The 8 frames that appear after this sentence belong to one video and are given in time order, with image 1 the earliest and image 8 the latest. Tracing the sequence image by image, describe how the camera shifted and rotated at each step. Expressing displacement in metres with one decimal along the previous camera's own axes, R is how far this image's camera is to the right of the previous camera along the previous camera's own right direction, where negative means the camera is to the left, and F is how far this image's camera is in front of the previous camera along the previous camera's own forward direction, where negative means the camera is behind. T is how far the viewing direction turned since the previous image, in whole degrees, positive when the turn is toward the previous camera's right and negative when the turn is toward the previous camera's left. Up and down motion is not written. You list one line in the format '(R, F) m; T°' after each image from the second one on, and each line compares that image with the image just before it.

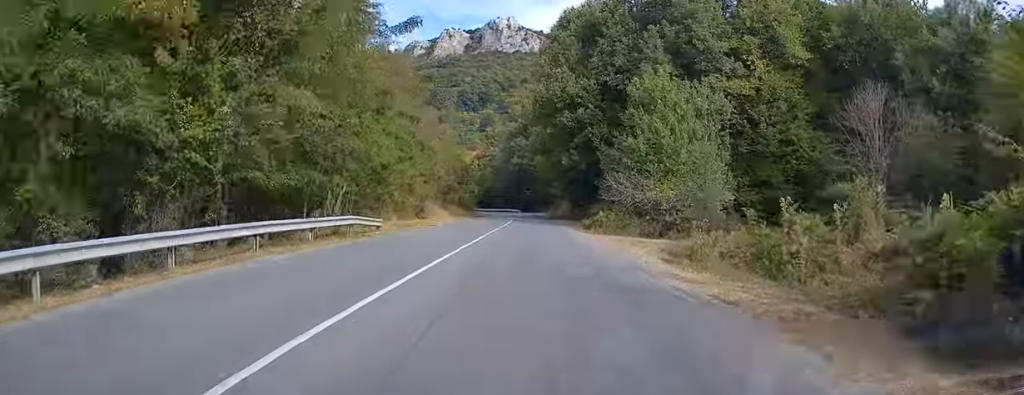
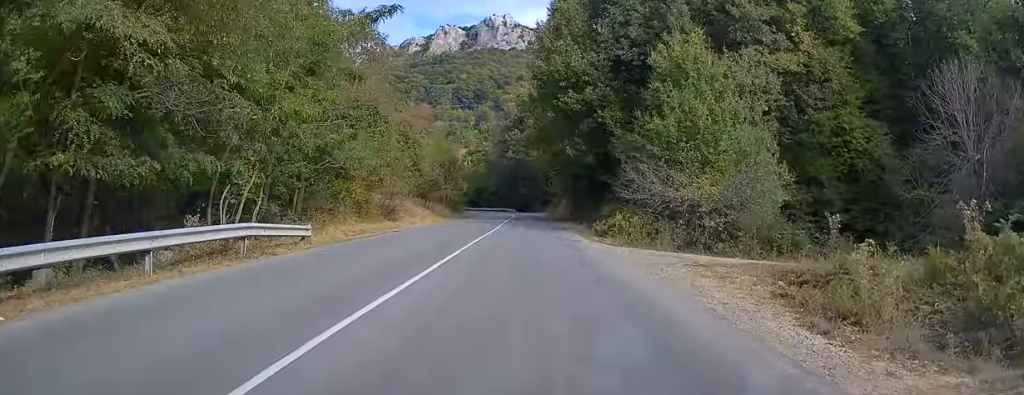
(+0.1, +9.0) m; +1°
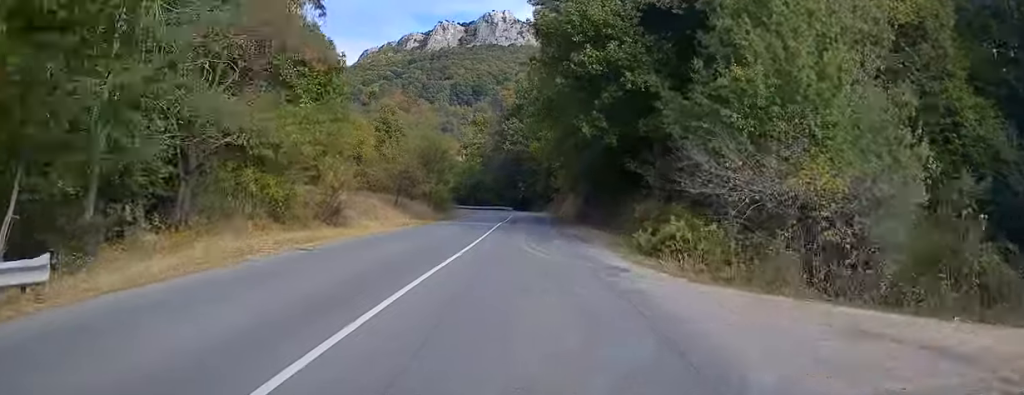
(+0.2, +11.5) m; +1°
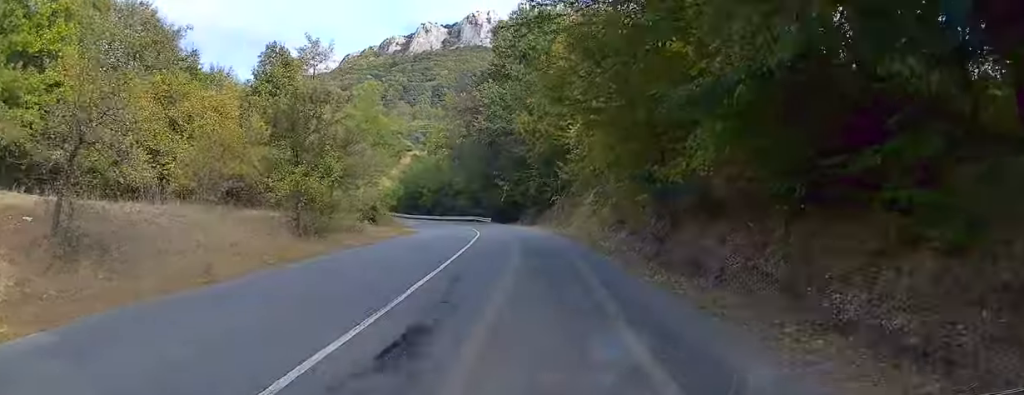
(-0.3, +31.9) m; -1°
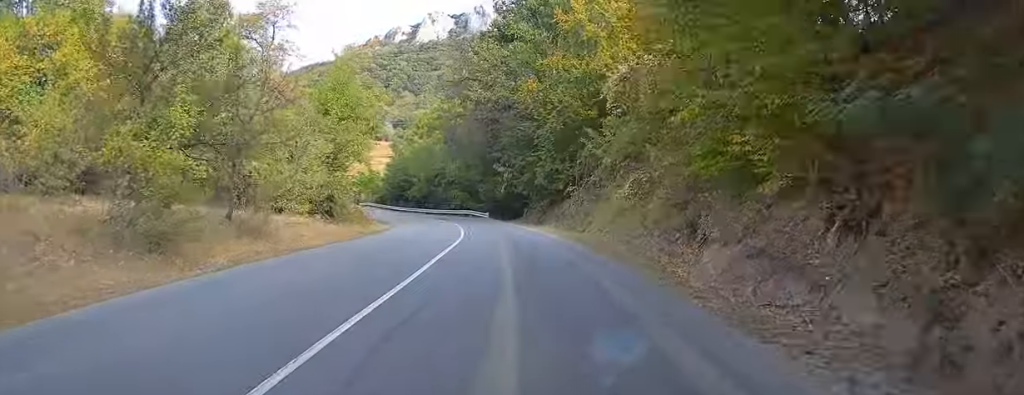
(-0.1, +12.3) m; -1°
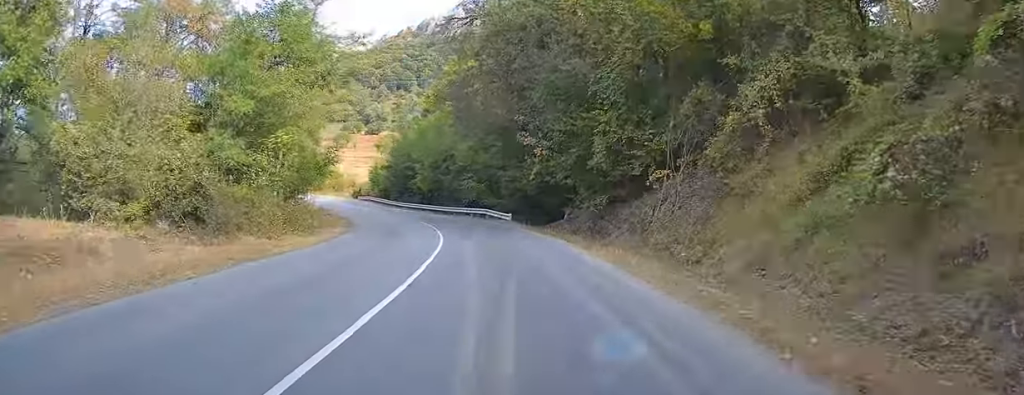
(-0.2, +18.6) m; -3°
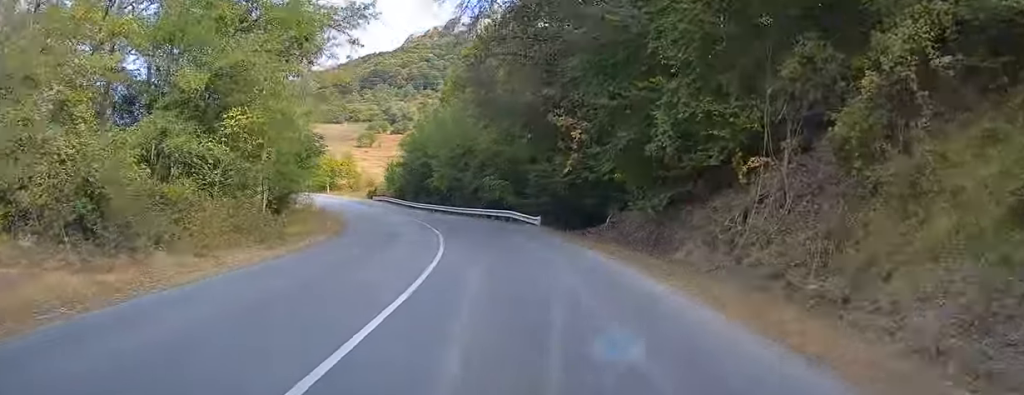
(+0.1, +6.7) m; -2°
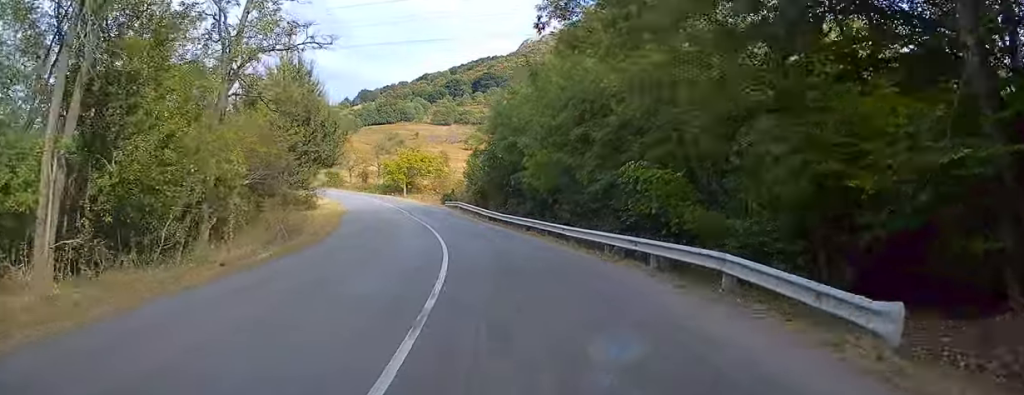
(-1.8, +22.8) m; -10°
